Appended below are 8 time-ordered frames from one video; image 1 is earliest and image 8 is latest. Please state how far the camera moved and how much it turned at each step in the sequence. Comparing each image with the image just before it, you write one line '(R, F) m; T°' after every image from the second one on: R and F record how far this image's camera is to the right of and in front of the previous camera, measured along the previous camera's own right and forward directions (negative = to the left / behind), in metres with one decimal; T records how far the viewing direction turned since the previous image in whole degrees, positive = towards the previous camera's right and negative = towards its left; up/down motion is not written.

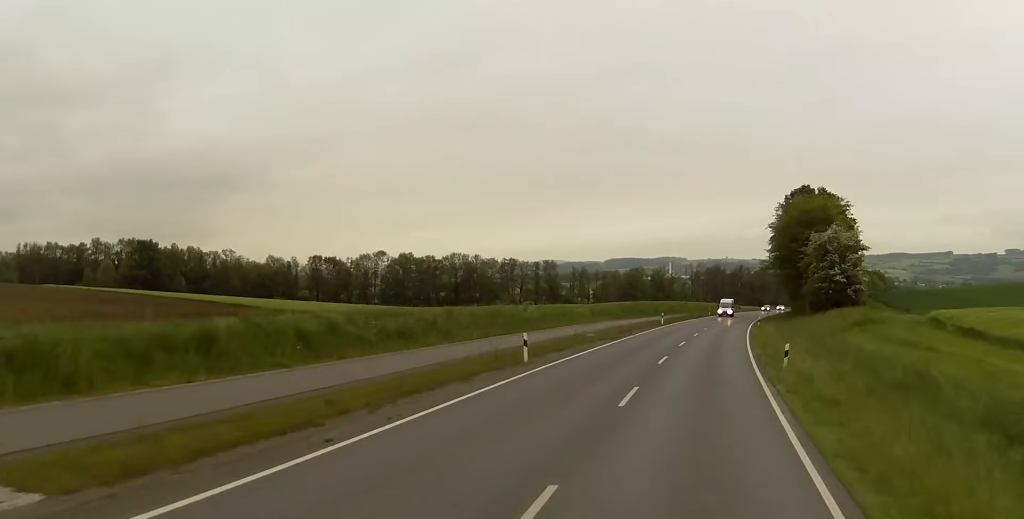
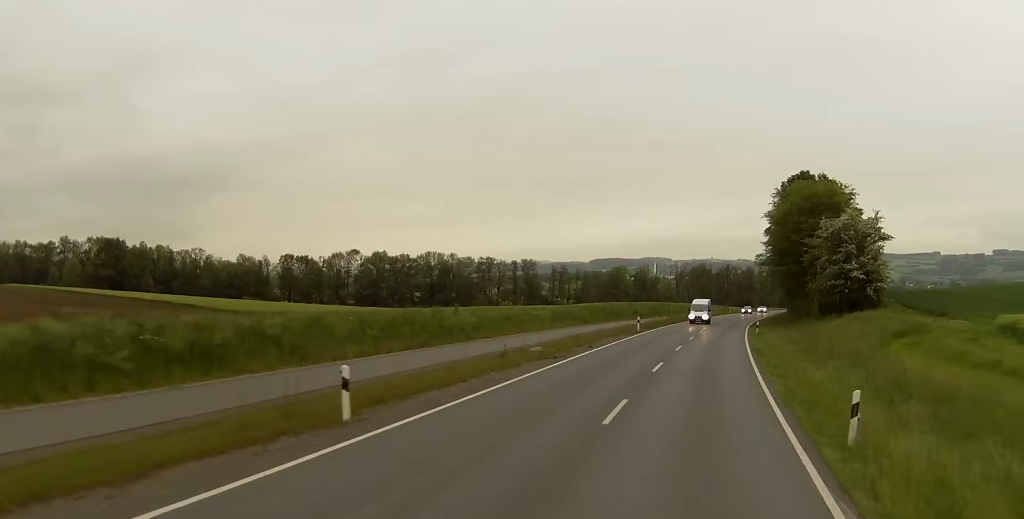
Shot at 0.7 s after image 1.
(+0.1, +14.0) m; 0°
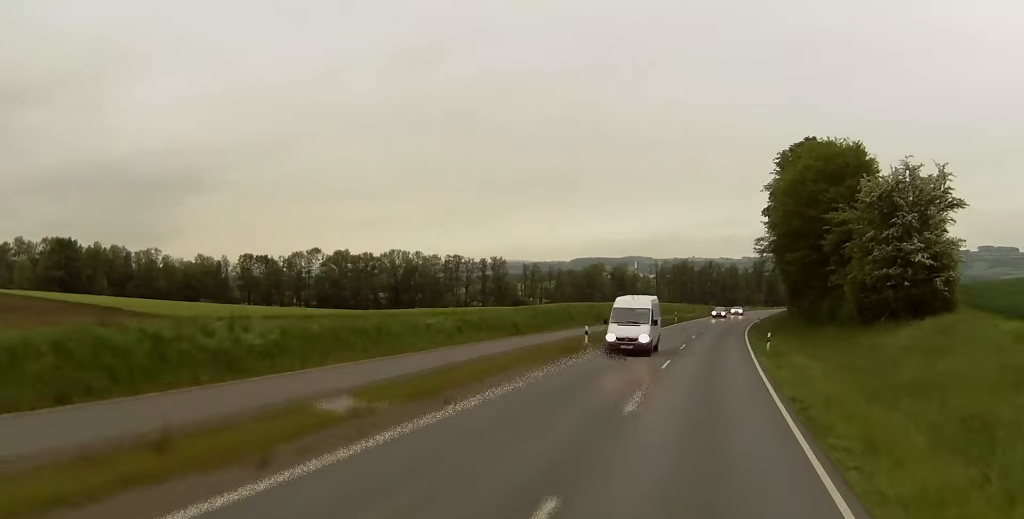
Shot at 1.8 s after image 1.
(0.0, +20.6) m; +1°
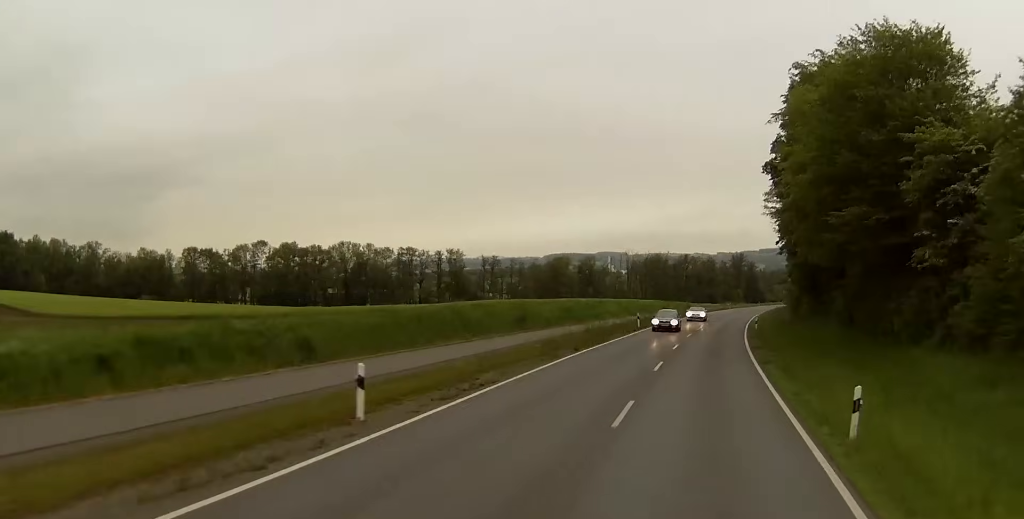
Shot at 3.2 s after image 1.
(+0.5, +24.2) m; +2°
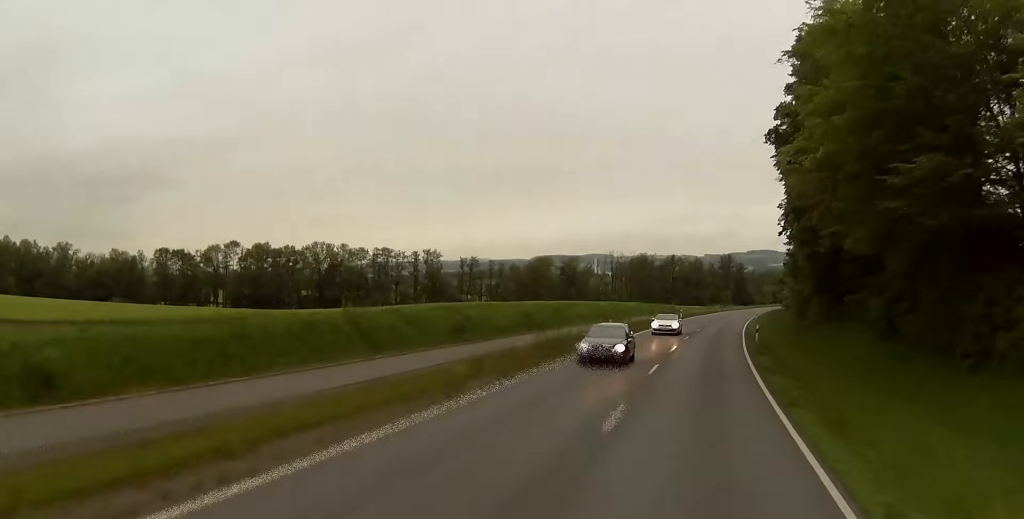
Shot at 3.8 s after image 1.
(+0.1, +11.7) m; 0°
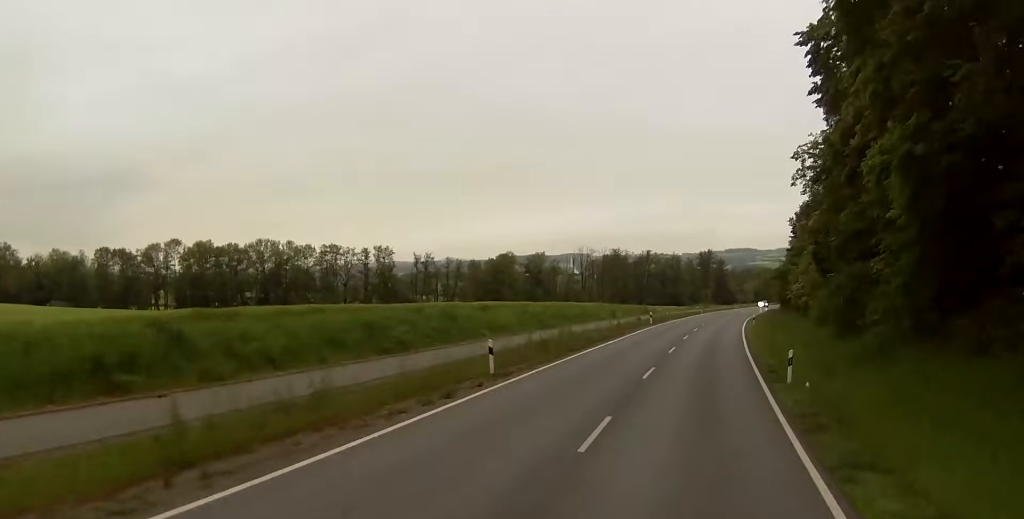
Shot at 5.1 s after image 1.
(0.0, +28.5) m; +1°
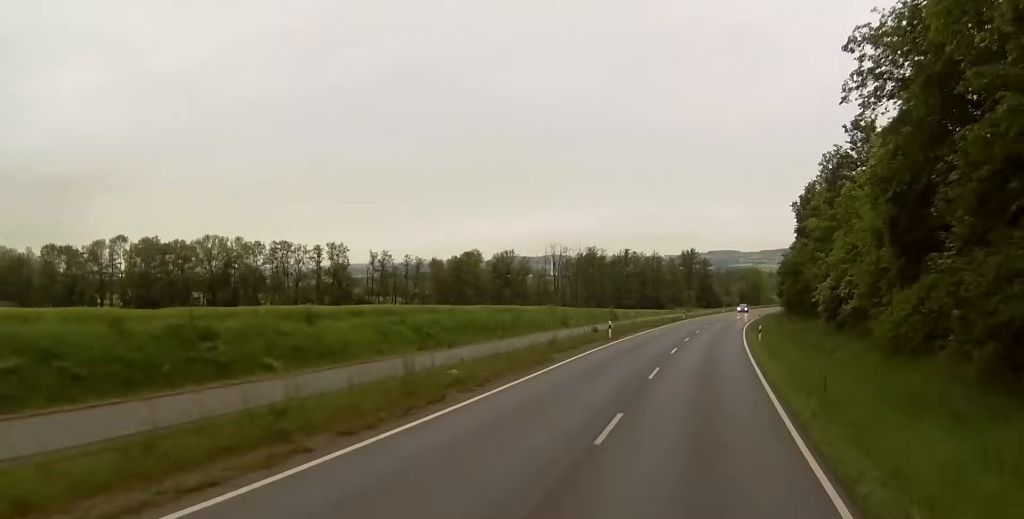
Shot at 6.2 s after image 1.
(+0.6, +24.7) m; +2°
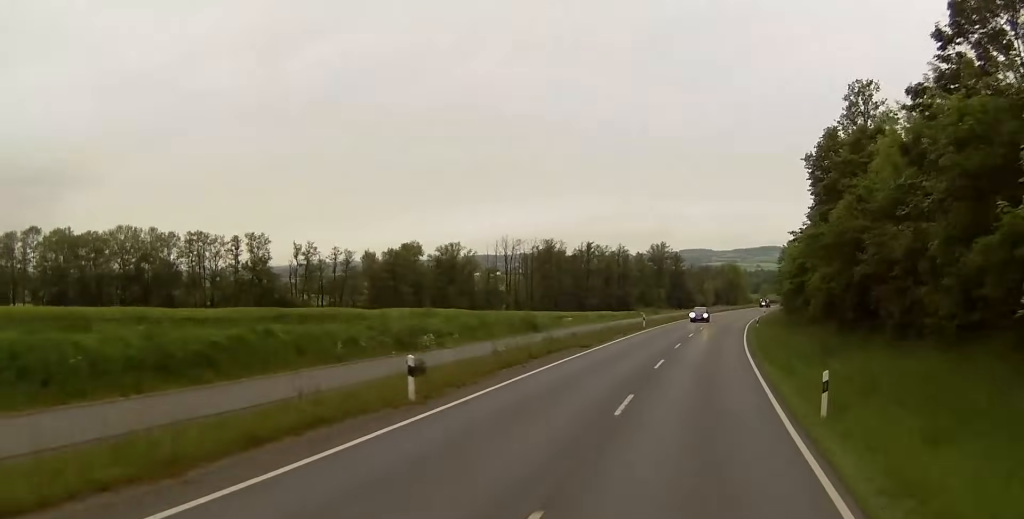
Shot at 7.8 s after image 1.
(+0.3, +30.7) m; +1°
